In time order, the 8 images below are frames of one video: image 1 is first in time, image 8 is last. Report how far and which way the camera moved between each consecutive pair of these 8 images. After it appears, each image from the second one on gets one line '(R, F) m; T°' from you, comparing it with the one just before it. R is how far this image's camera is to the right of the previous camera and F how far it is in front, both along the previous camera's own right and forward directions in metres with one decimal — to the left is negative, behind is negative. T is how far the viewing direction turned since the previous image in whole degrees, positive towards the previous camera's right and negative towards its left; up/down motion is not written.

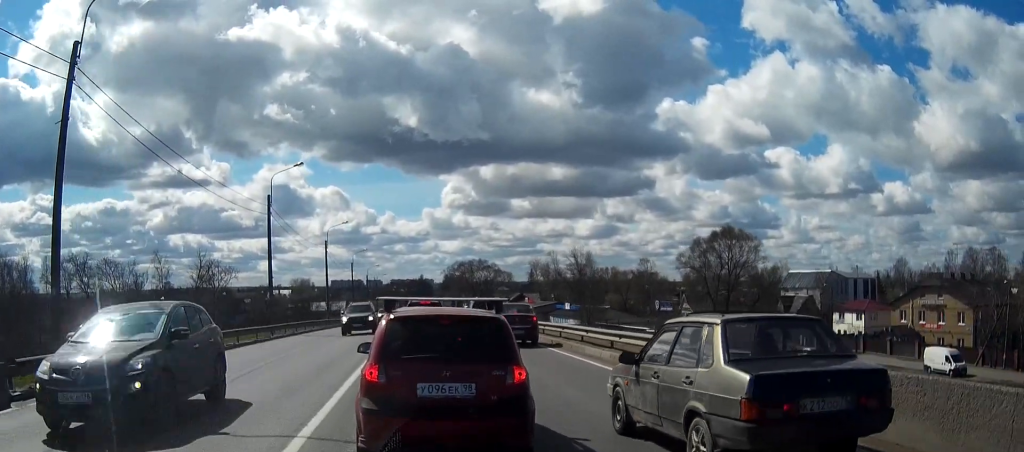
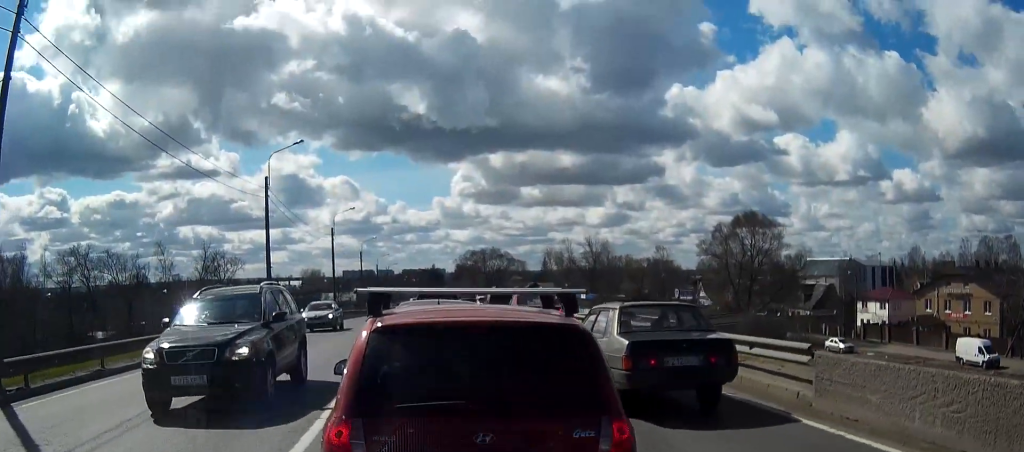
(0.0, +2.4) m; +1°
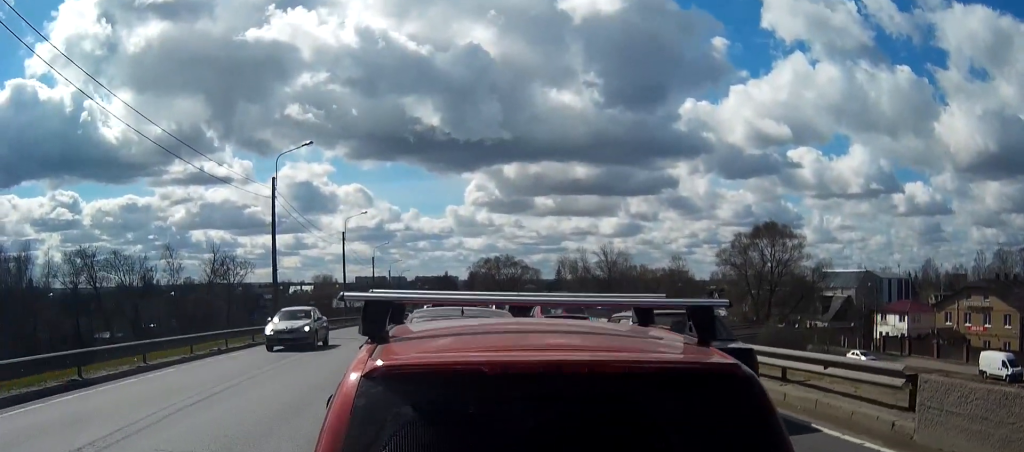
(0.0, +0.8) m; 0°
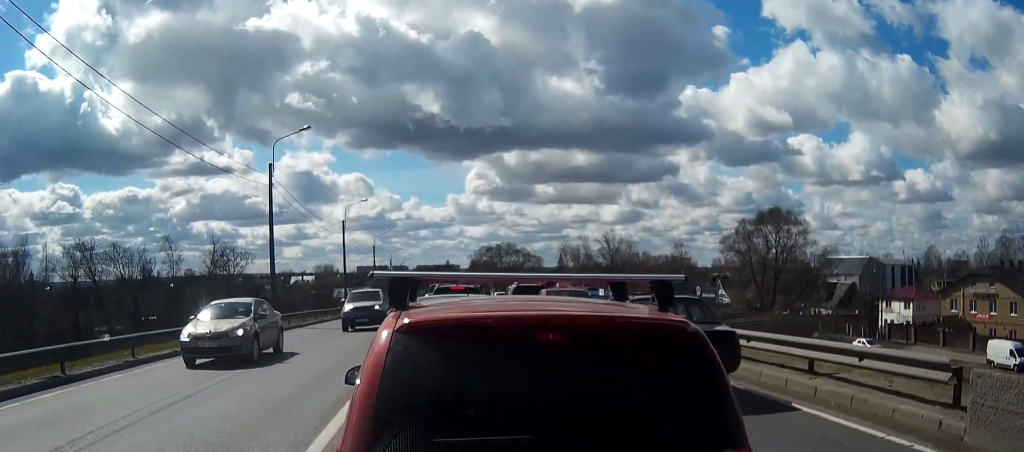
(+0.1, +0.5) m; 0°
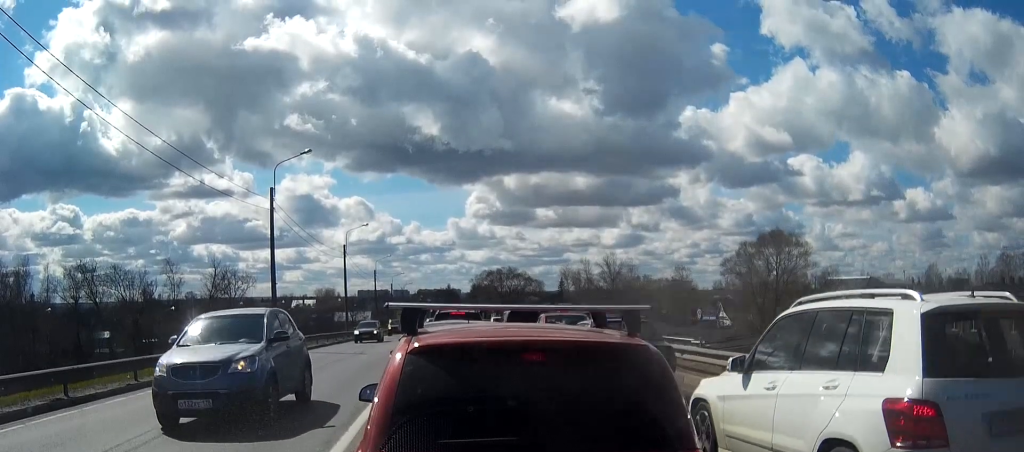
(+0.1, +0.5) m; 0°
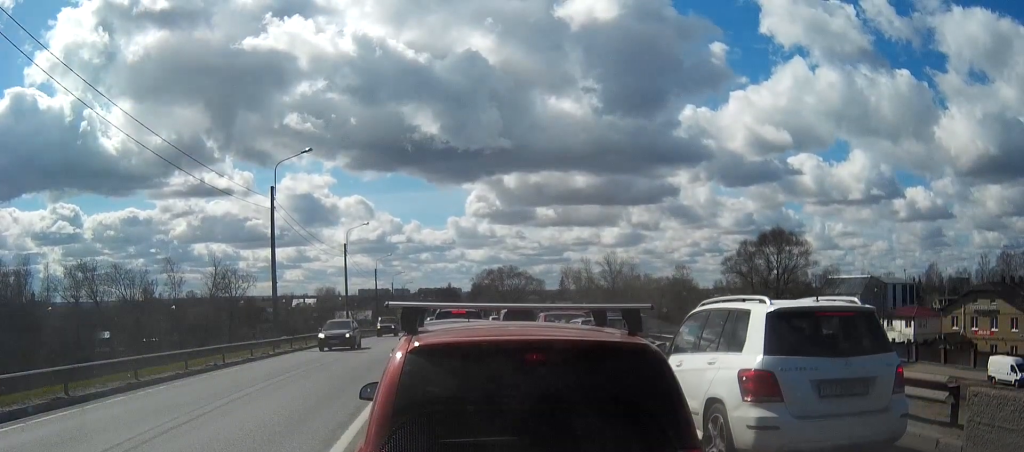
(0.0, 0.0) m; 0°
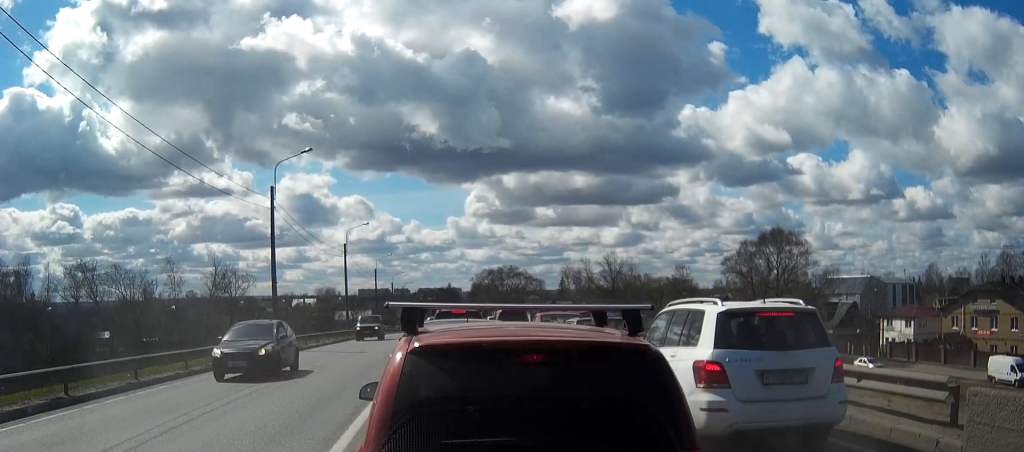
(0.0, 0.0) m; 0°
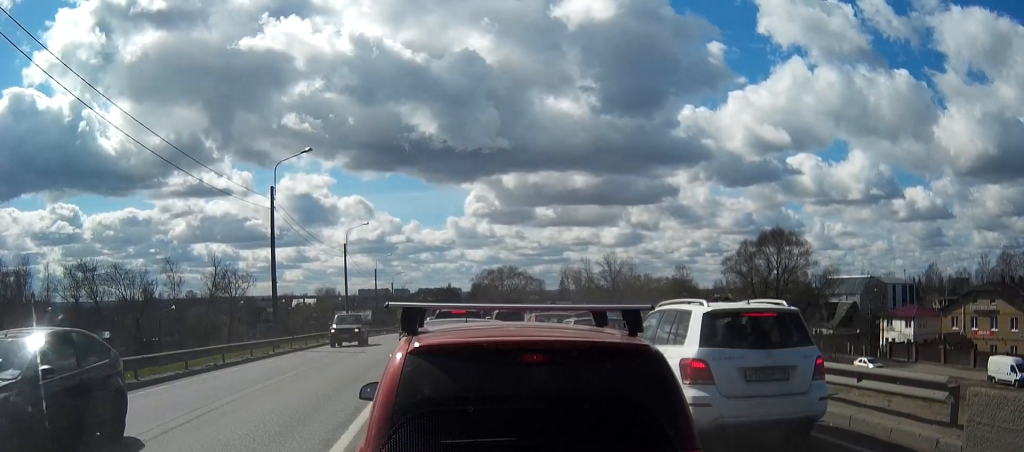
(0.0, 0.0) m; 0°
